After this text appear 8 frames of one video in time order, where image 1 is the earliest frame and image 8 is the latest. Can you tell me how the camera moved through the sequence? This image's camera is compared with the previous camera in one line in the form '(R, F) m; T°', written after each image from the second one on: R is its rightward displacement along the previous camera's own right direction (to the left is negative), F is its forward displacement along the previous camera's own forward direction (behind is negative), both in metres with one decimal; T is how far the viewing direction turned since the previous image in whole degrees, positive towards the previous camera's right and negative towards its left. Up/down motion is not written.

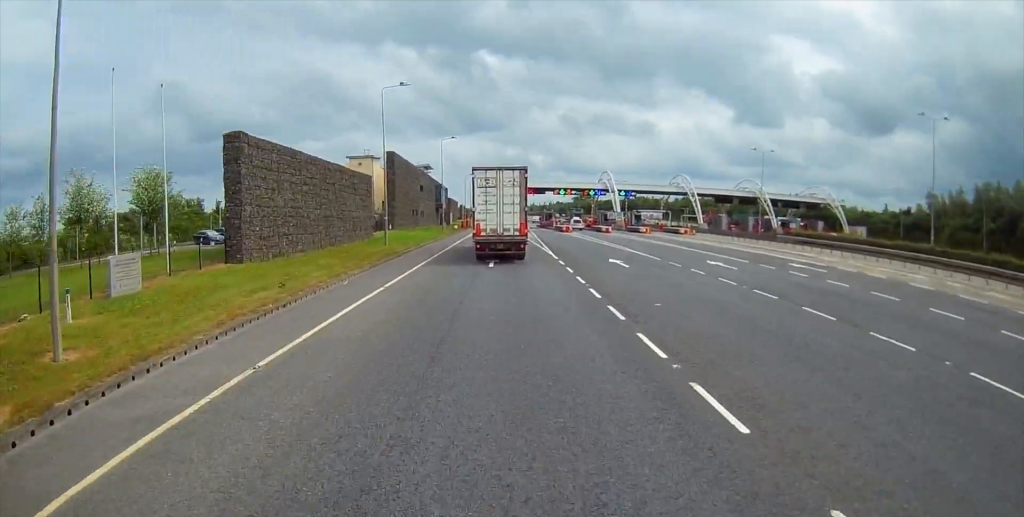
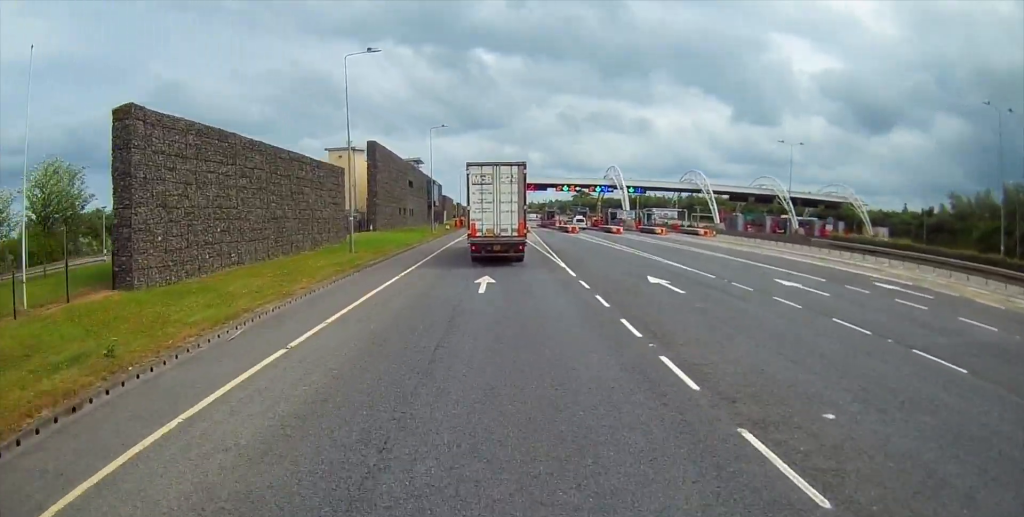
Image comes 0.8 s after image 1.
(-0.1, +10.7) m; 0°
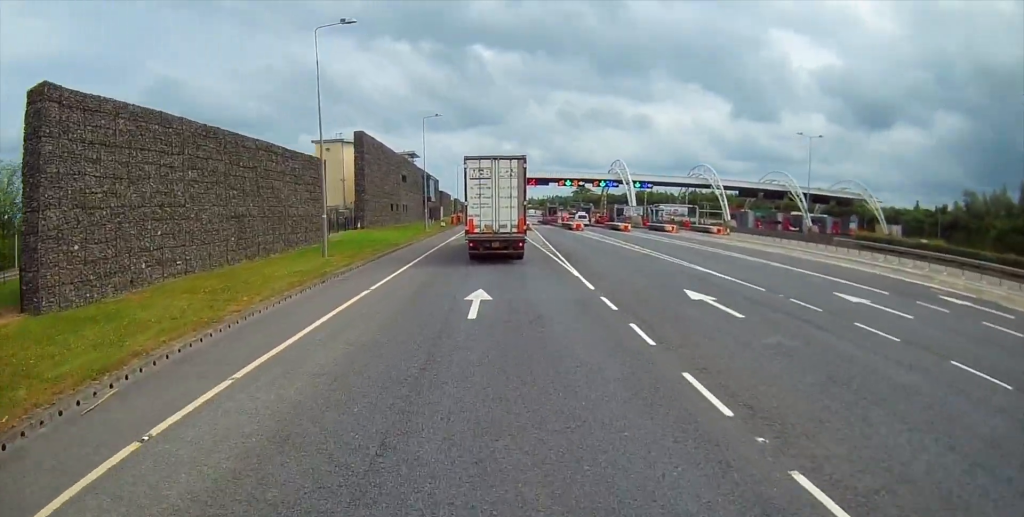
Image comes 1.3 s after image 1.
(0.0, +5.9) m; 0°
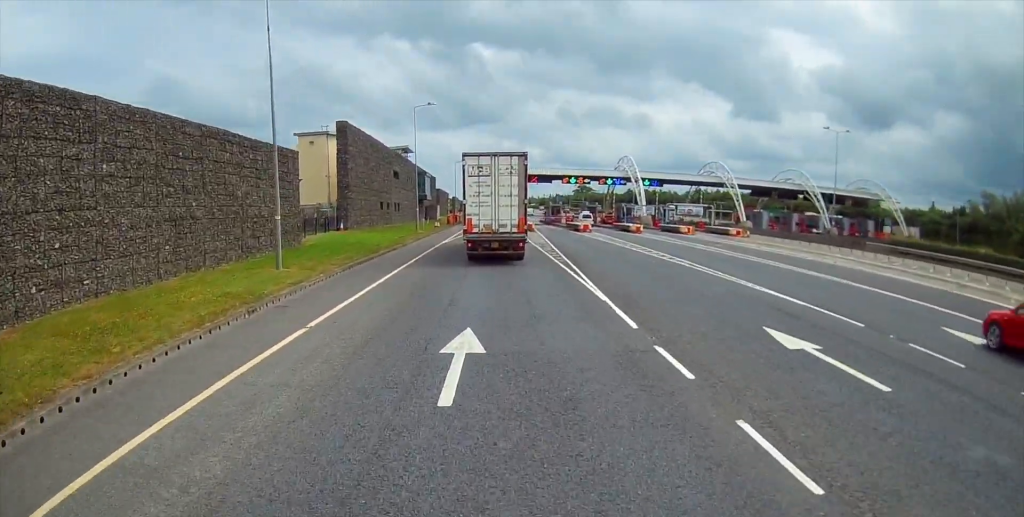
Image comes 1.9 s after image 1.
(0.0, +7.3) m; 0°
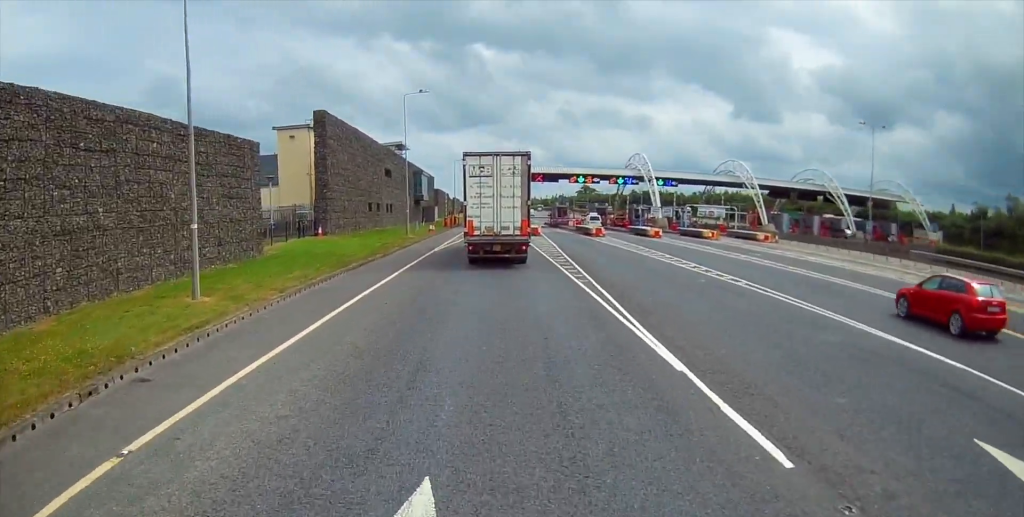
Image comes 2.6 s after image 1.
(0.0, +8.5) m; 0°
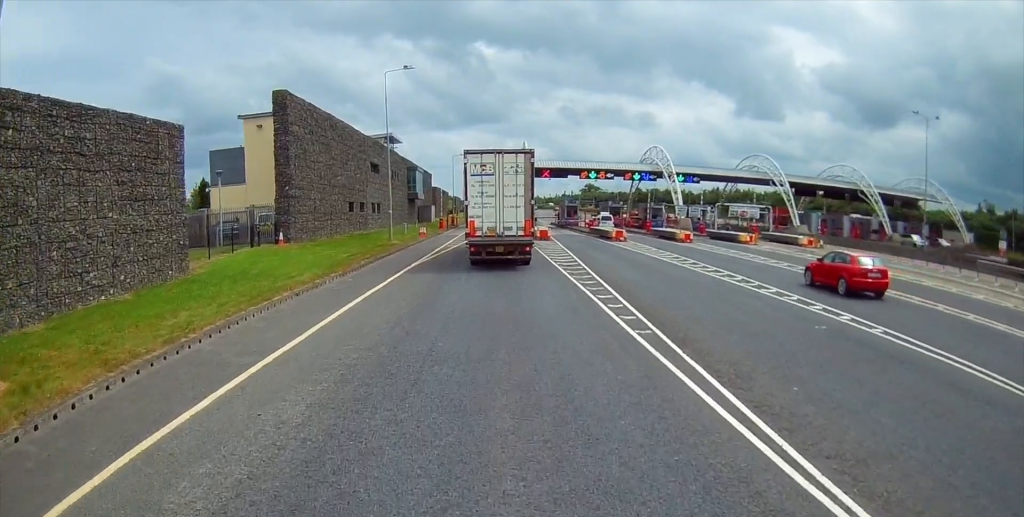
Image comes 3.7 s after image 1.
(0.0, +10.7) m; +1°
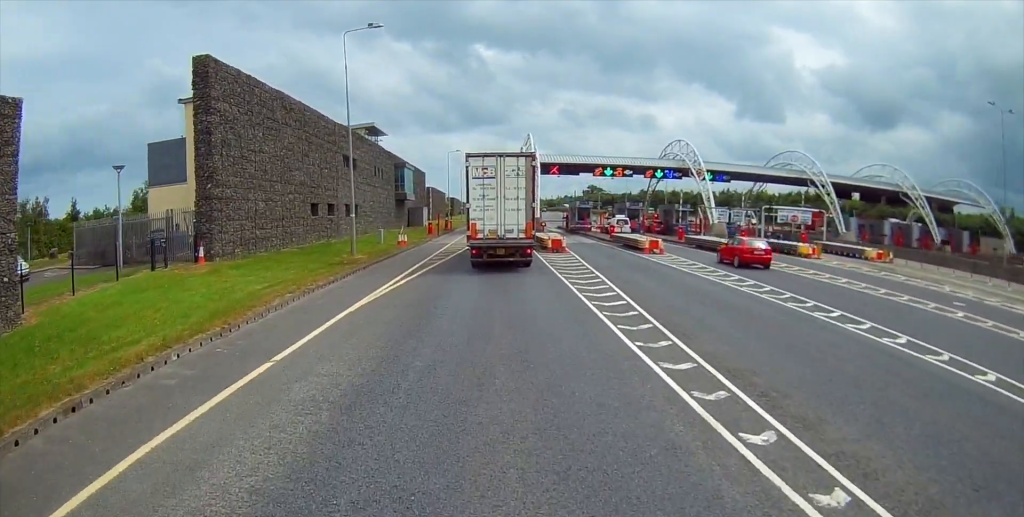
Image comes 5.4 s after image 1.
(+0.4, +13.8) m; 0°
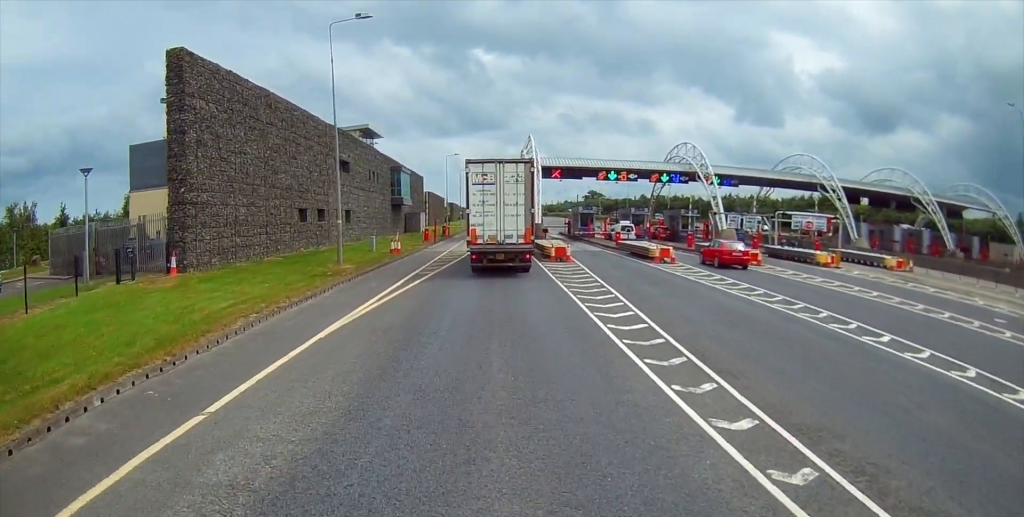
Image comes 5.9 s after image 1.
(0.0, +3.4) m; 0°
